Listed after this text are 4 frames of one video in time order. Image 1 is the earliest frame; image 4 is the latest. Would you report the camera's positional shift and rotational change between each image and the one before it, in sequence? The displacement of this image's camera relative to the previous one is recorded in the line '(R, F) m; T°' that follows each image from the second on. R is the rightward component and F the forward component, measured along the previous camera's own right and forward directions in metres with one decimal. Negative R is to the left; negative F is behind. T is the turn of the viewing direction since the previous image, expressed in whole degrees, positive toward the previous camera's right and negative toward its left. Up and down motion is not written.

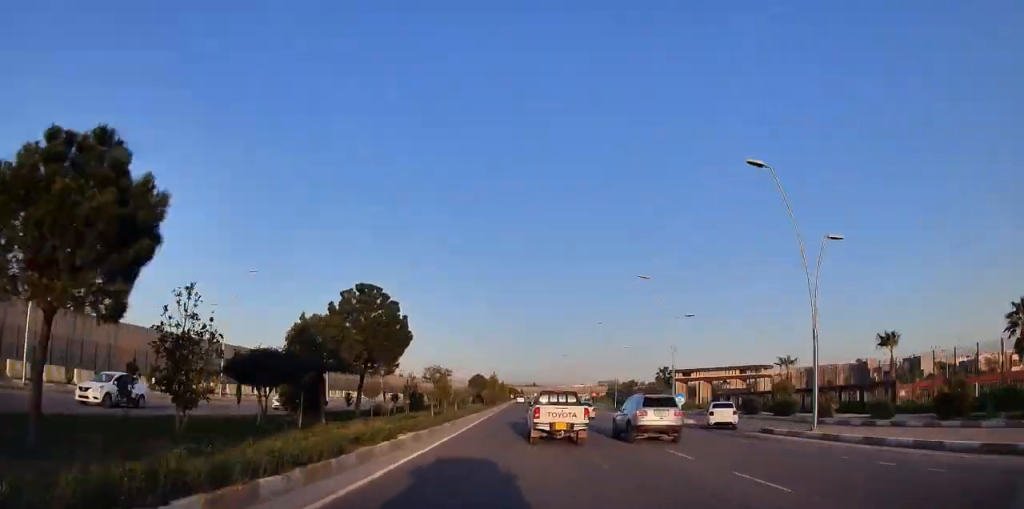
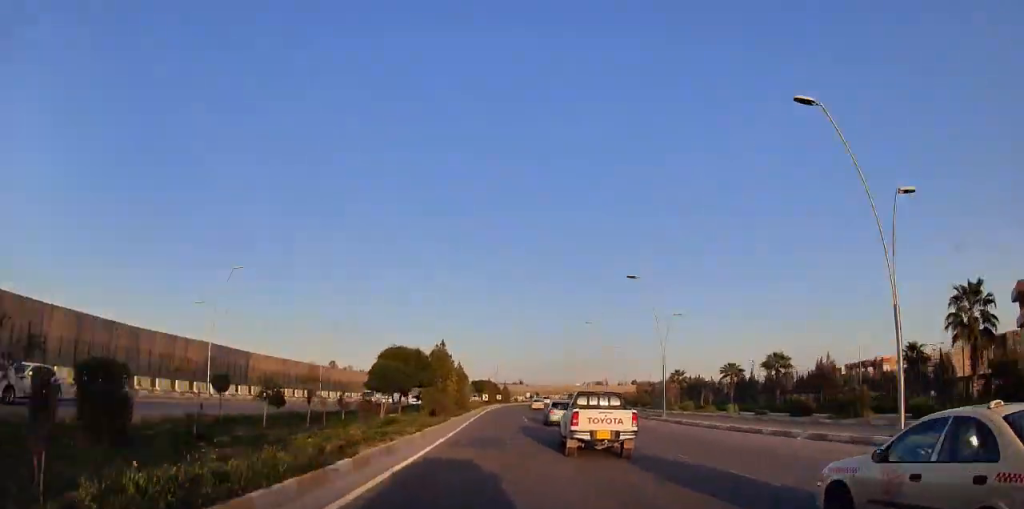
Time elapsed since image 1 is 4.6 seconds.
(+1.0, +88.1) m; +2°
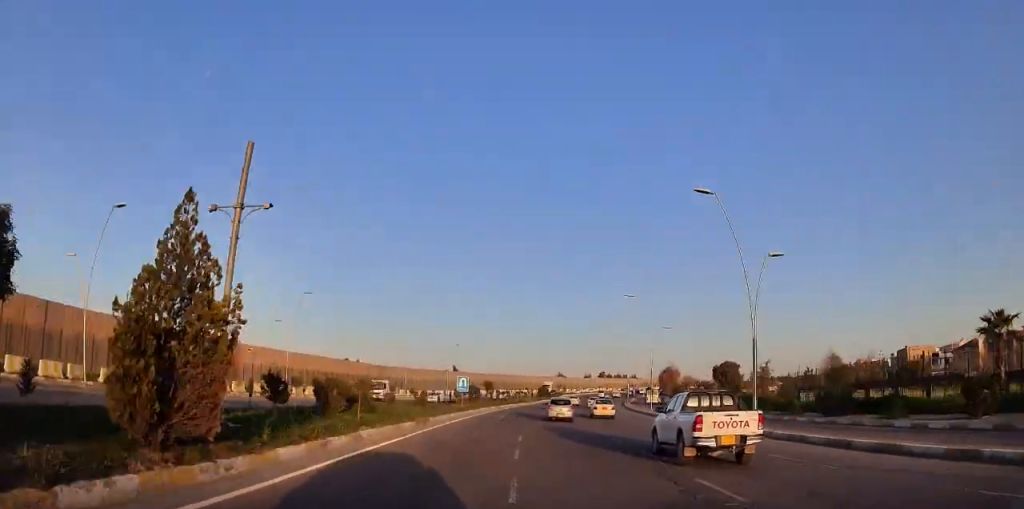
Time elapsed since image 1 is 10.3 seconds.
(+3.1, +108.4) m; +6°
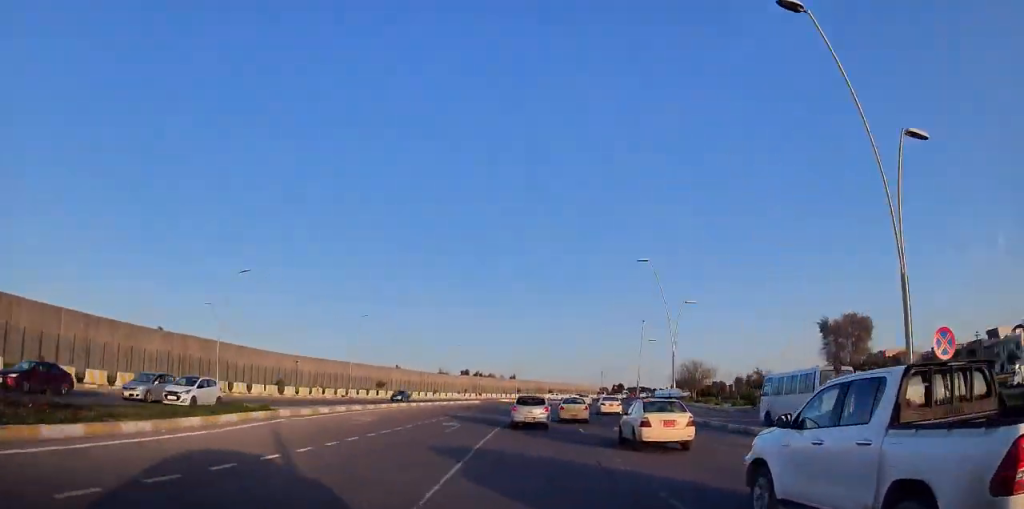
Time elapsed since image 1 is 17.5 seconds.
(+17.6, +127.8) m; +14°
